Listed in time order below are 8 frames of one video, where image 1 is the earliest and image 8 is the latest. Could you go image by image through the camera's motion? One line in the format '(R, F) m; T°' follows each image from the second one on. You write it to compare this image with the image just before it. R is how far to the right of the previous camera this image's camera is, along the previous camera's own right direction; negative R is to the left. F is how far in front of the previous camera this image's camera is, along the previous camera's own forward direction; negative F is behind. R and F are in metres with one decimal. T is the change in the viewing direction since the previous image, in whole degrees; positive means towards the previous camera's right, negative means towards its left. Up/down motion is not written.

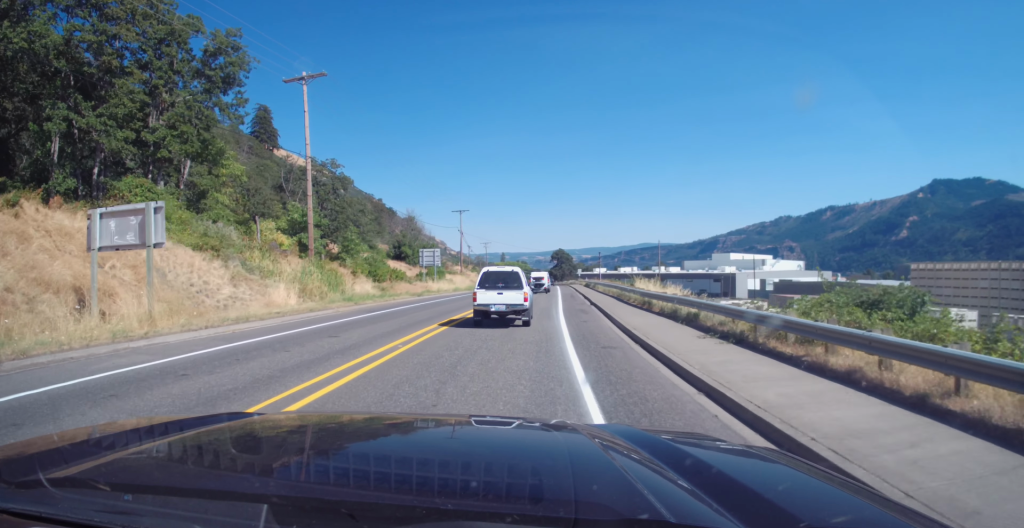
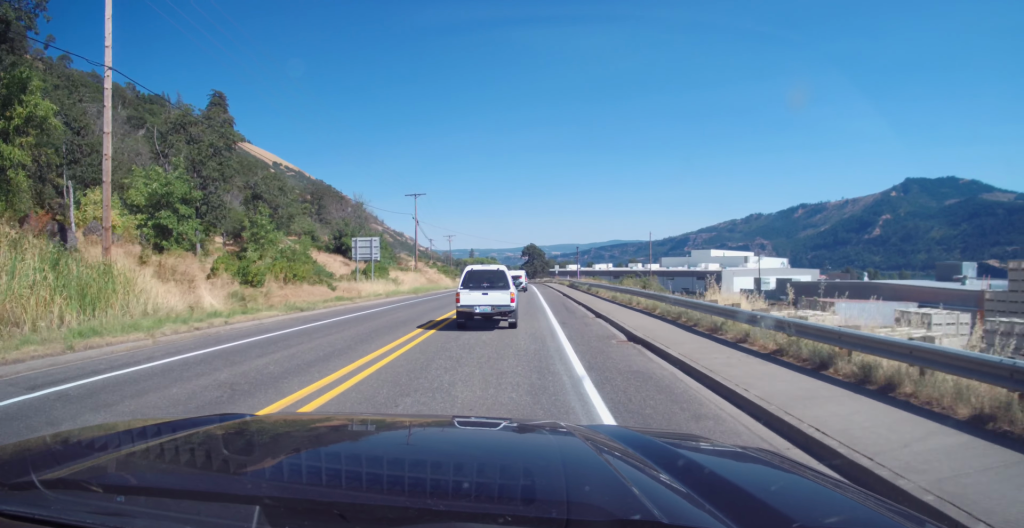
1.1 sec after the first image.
(0.0, +18.5) m; +2°
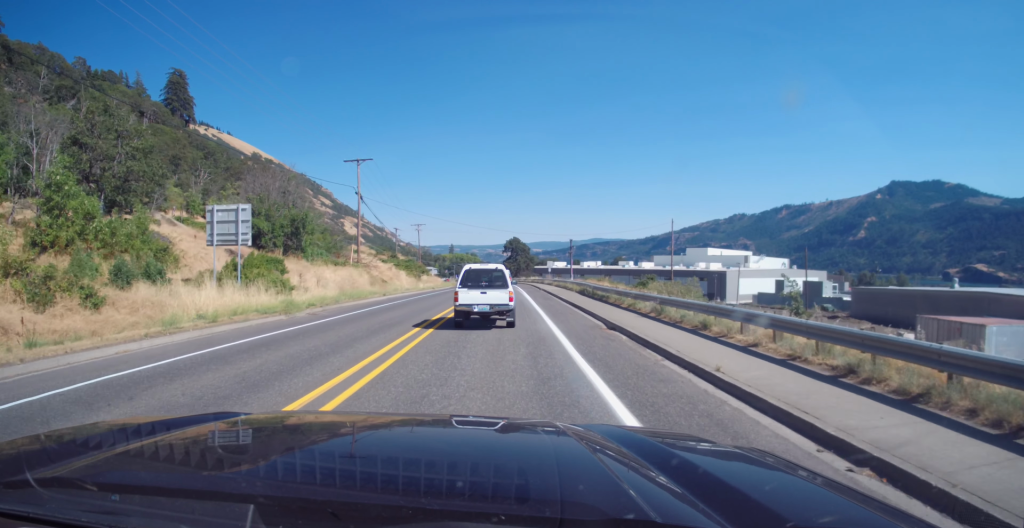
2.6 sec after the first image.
(+0.6, +25.5) m; +1°
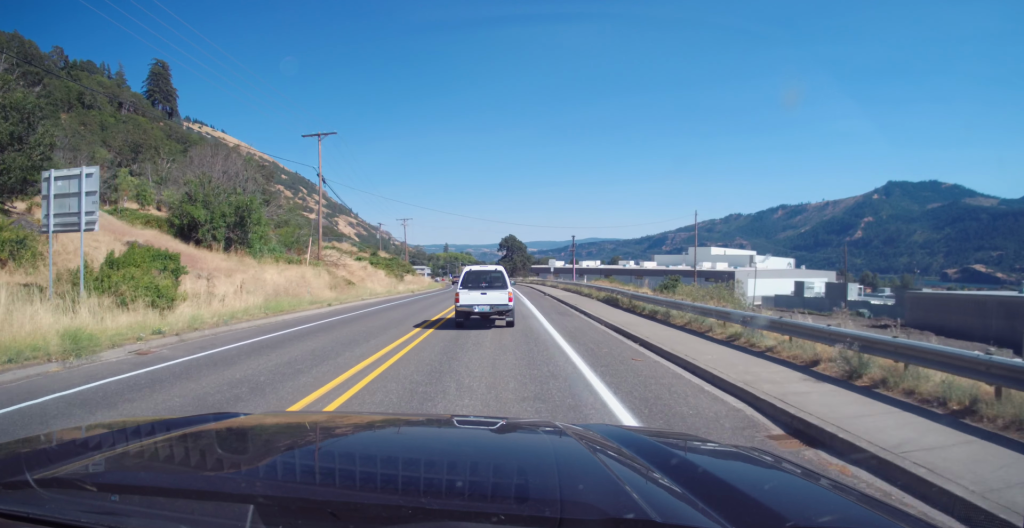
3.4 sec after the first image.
(0.0, +12.2) m; 0°
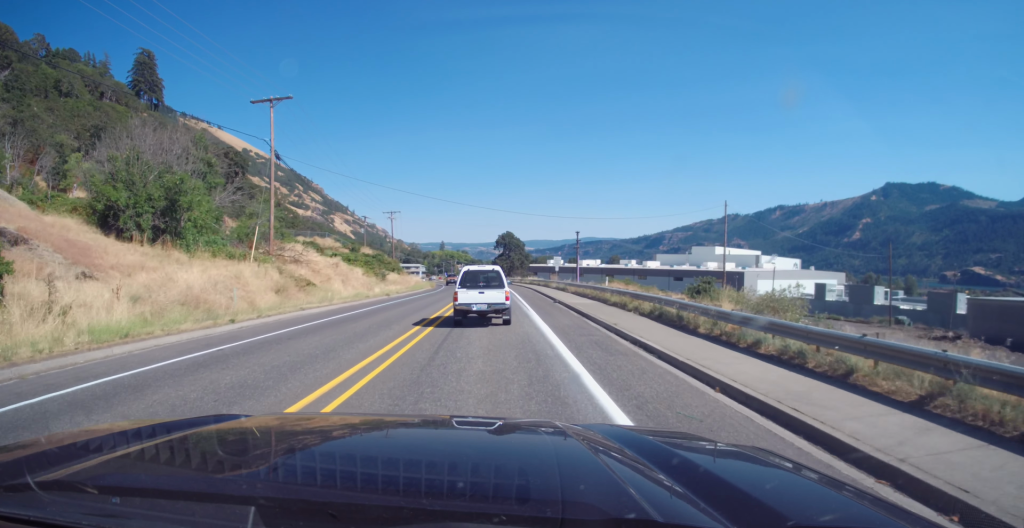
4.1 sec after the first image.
(+0.1, +11.0) m; 0°
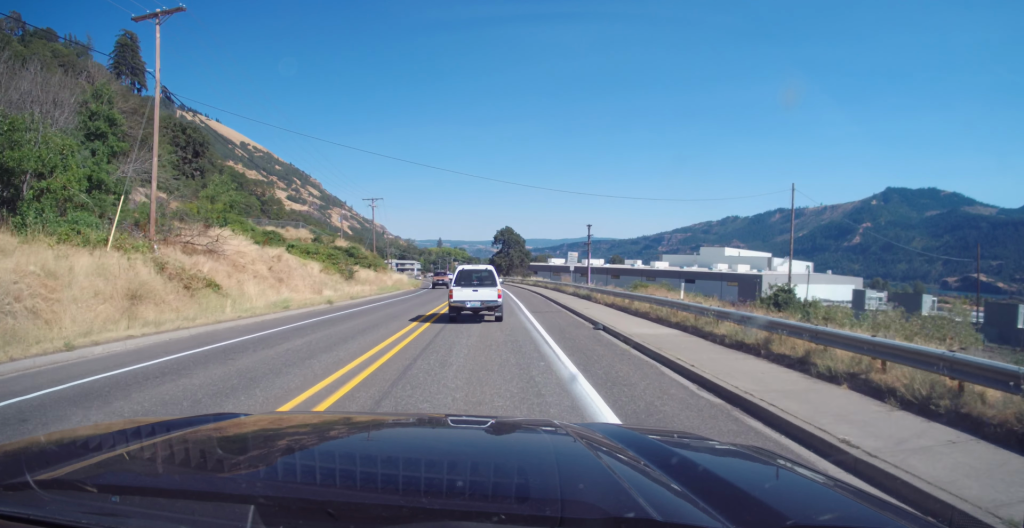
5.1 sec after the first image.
(0.0, +15.0) m; 0°
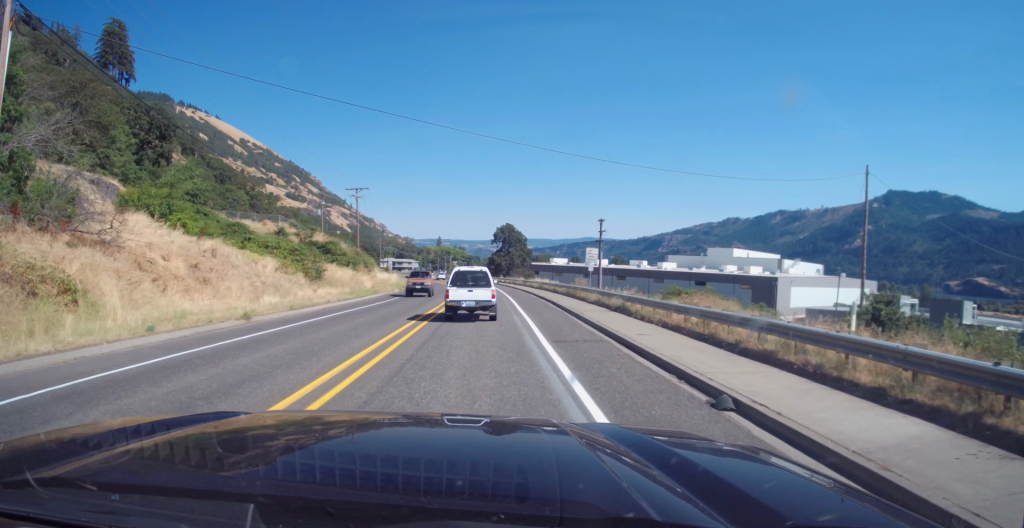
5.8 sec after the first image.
(0.0, +10.8) m; +1°
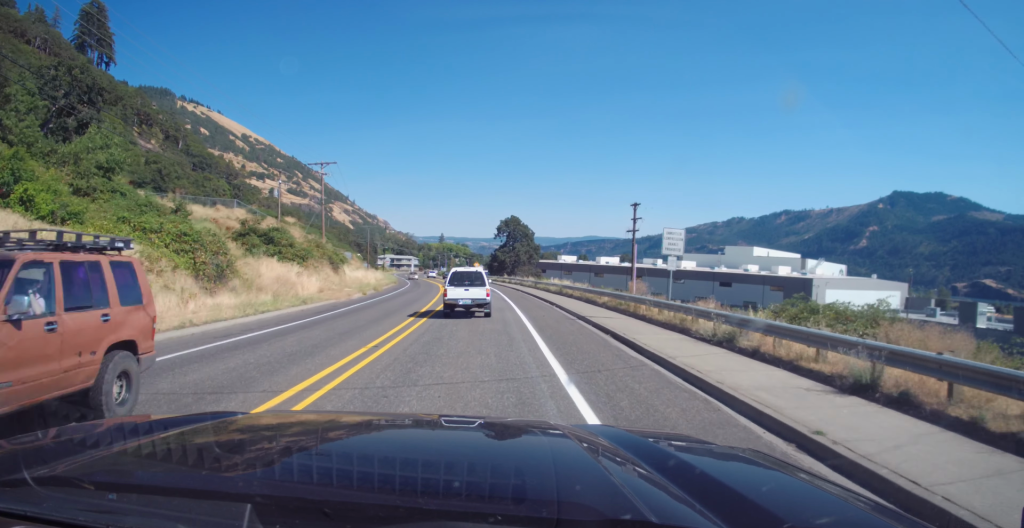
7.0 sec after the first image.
(+0.2, +18.0) m; 0°
